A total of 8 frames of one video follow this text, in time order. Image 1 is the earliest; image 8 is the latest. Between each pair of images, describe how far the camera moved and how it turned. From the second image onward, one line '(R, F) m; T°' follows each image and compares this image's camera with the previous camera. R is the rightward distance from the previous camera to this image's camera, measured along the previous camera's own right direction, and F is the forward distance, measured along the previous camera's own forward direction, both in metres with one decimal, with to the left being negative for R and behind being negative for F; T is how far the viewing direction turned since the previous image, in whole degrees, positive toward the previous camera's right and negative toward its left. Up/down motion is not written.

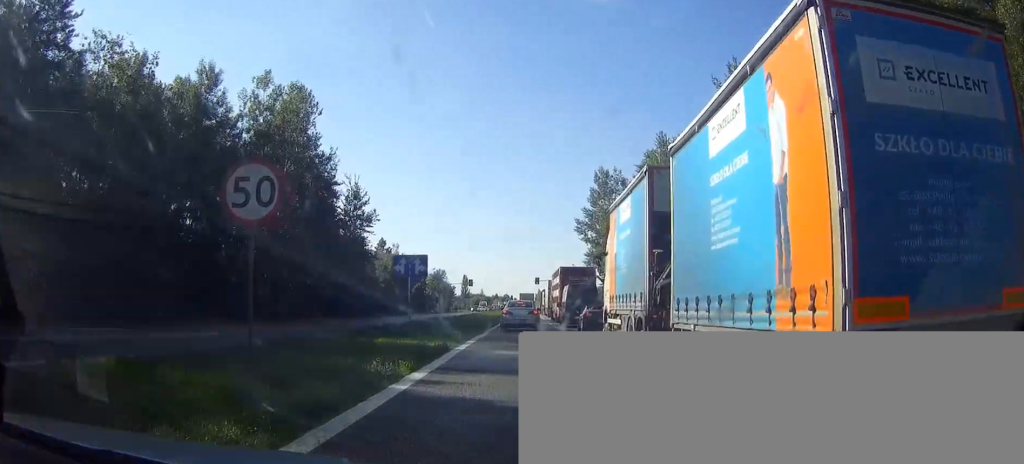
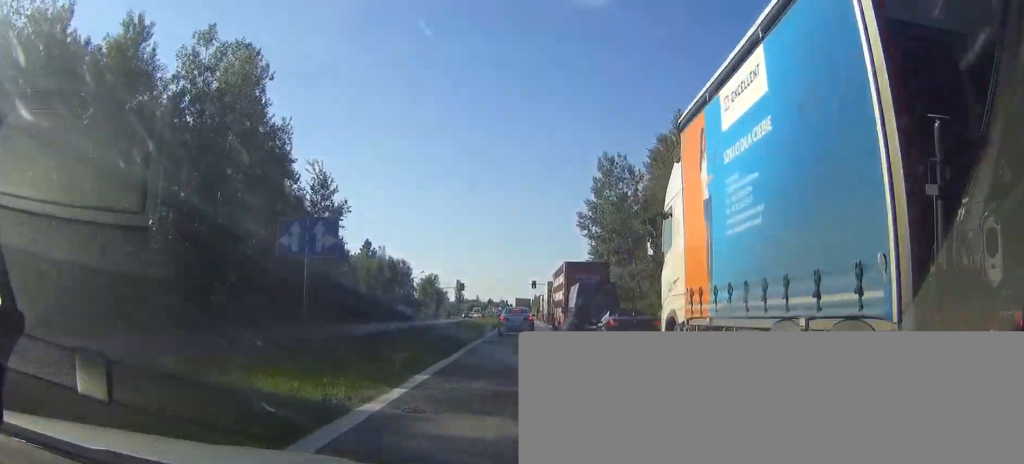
(-0.4, +10.0) m; -3°
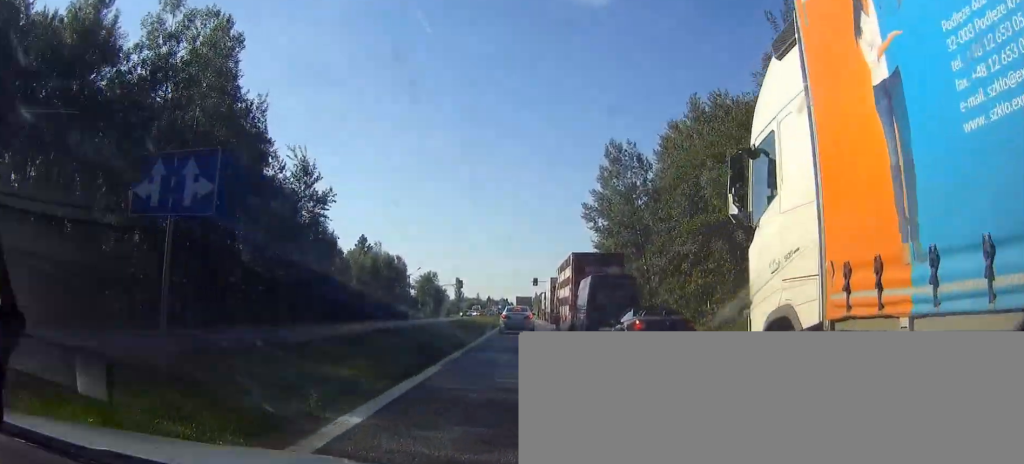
(0.0, +5.0) m; -1°
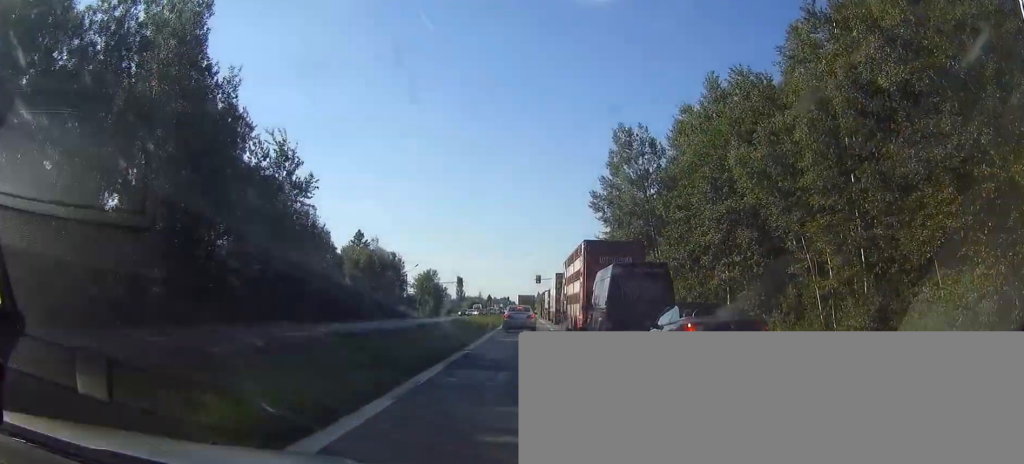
(0.0, +5.3) m; -1°
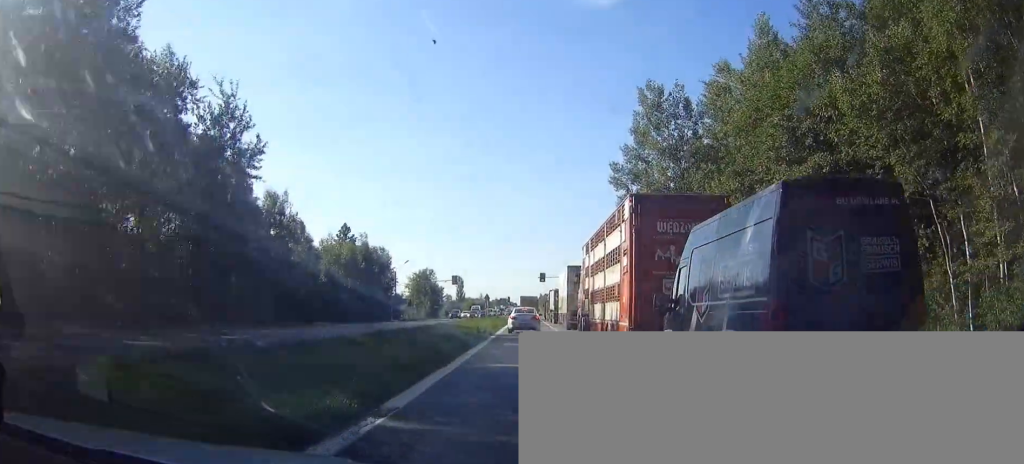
(-0.1, +12.6) m; 0°
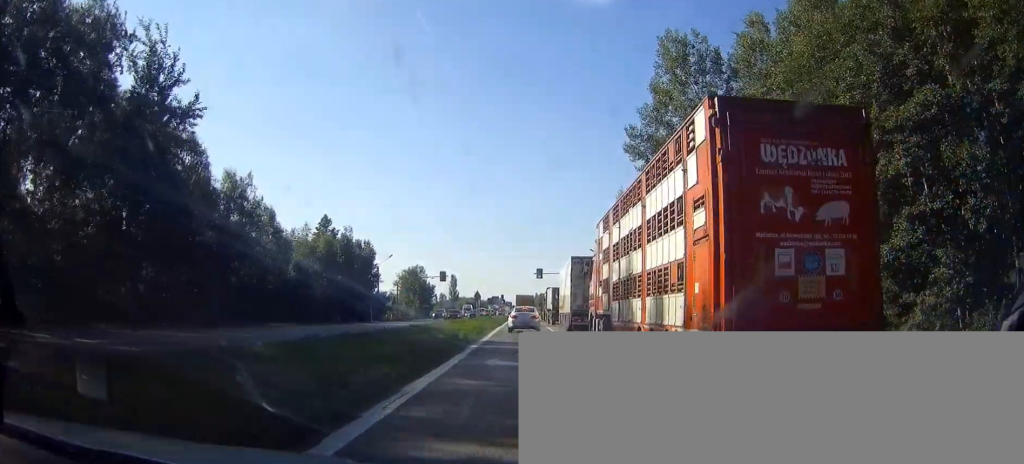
(0.0, +9.6) m; 0°
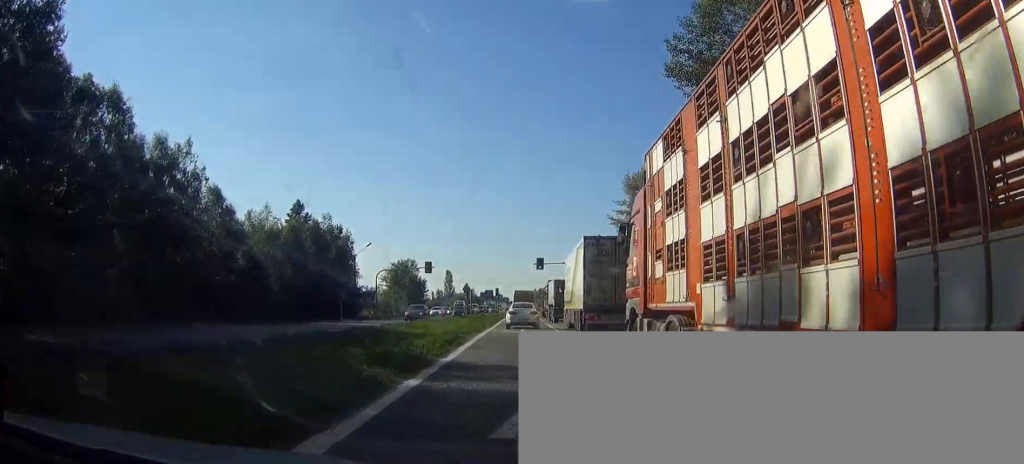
(+0.1, +13.0) m; +1°
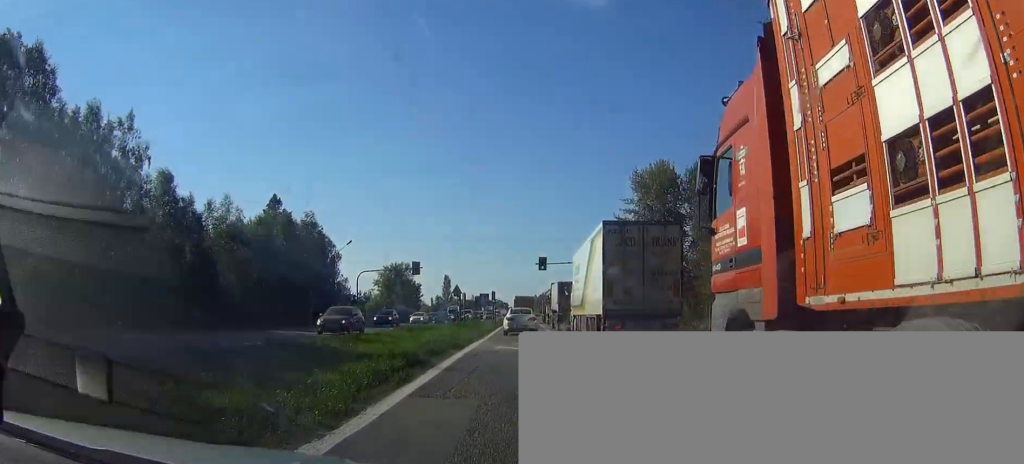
(0.0, +9.7) m; 0°
